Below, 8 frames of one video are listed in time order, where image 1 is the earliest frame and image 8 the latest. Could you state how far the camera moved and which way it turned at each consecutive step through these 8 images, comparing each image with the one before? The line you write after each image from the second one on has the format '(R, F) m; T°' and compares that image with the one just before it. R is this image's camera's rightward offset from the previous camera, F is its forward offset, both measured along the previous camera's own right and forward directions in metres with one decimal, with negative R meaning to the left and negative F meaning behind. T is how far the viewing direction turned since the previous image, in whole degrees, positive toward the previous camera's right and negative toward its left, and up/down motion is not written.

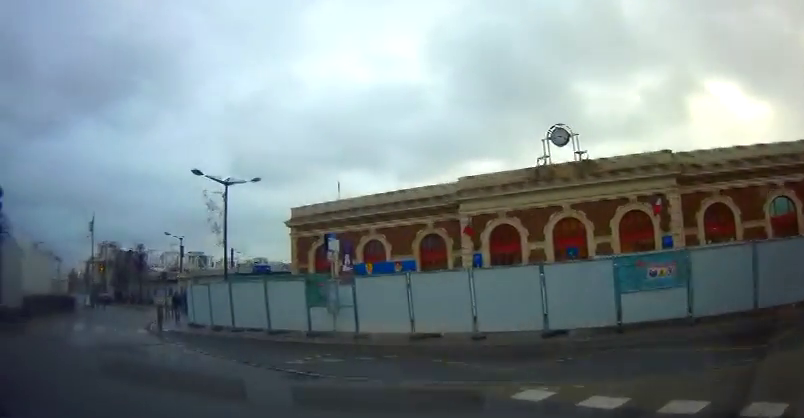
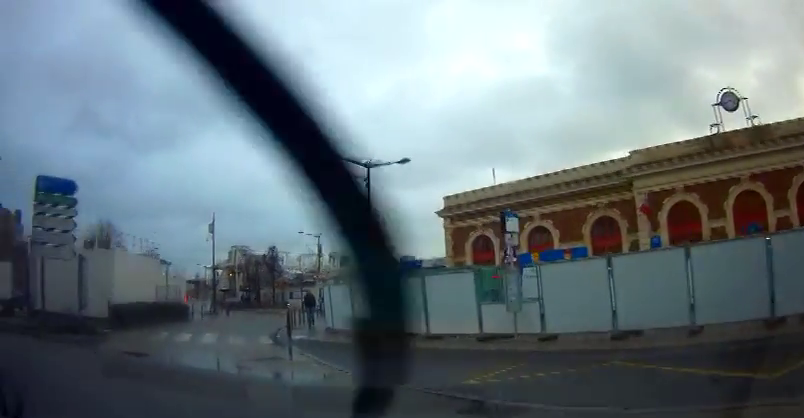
(-0.6, +3.2) m; -15°
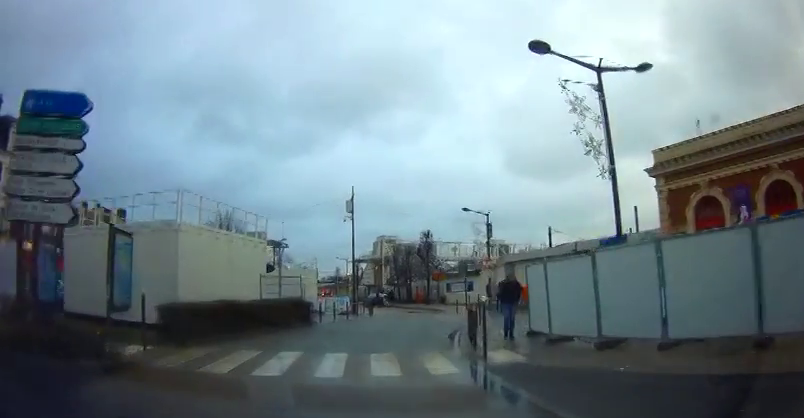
(-1.3, +7.6) m; -15°
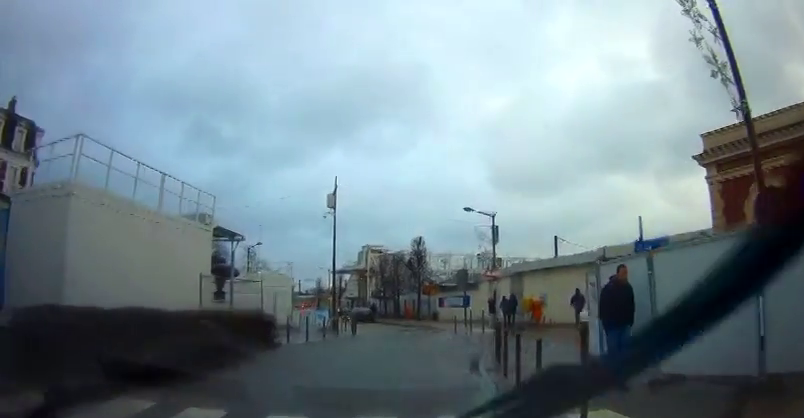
(-0.3, +5.0) m; +1°
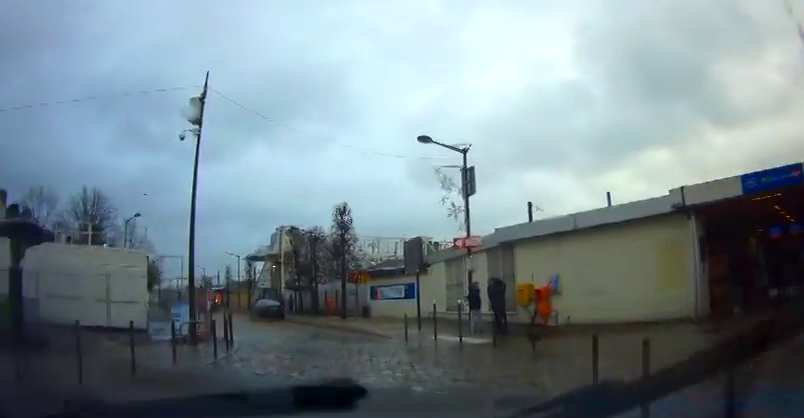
(+0.8, +11.6) m; +8°
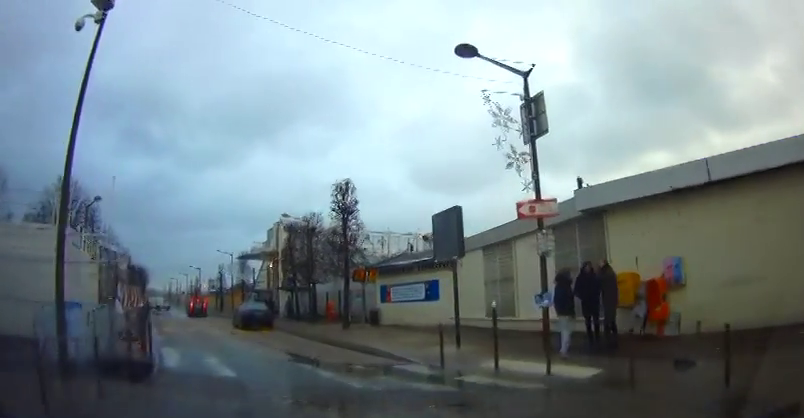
(+0.3, +6.9) m; -3°
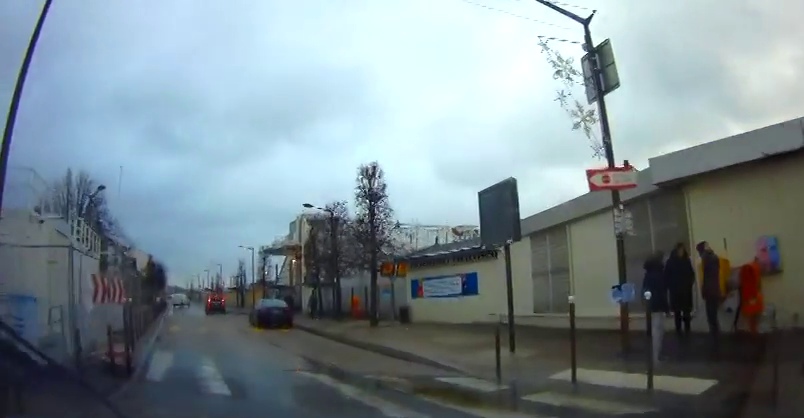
(-0.2, +2.4) m; -4°
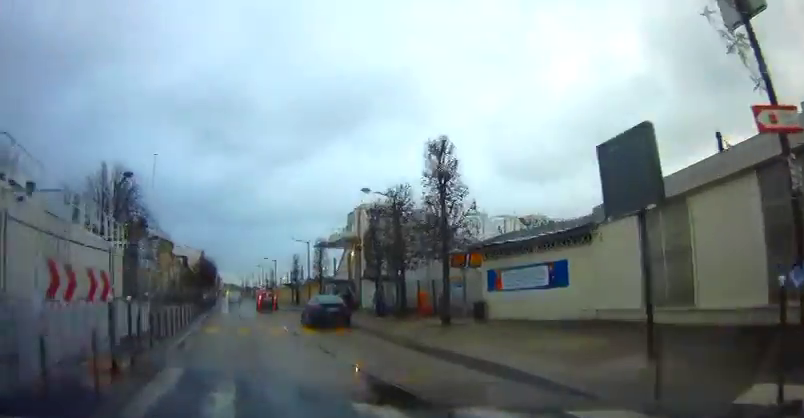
(-0.1, +3.2) m; -5°
